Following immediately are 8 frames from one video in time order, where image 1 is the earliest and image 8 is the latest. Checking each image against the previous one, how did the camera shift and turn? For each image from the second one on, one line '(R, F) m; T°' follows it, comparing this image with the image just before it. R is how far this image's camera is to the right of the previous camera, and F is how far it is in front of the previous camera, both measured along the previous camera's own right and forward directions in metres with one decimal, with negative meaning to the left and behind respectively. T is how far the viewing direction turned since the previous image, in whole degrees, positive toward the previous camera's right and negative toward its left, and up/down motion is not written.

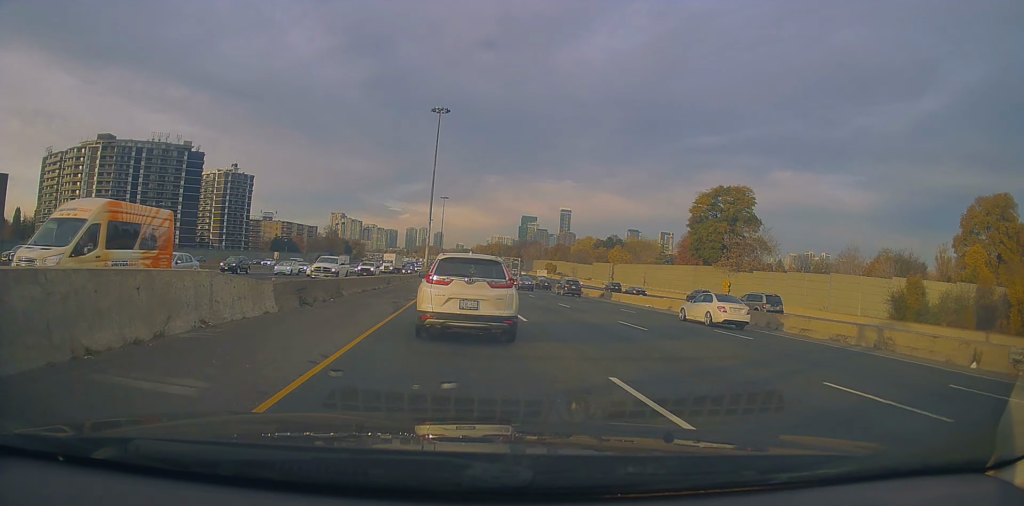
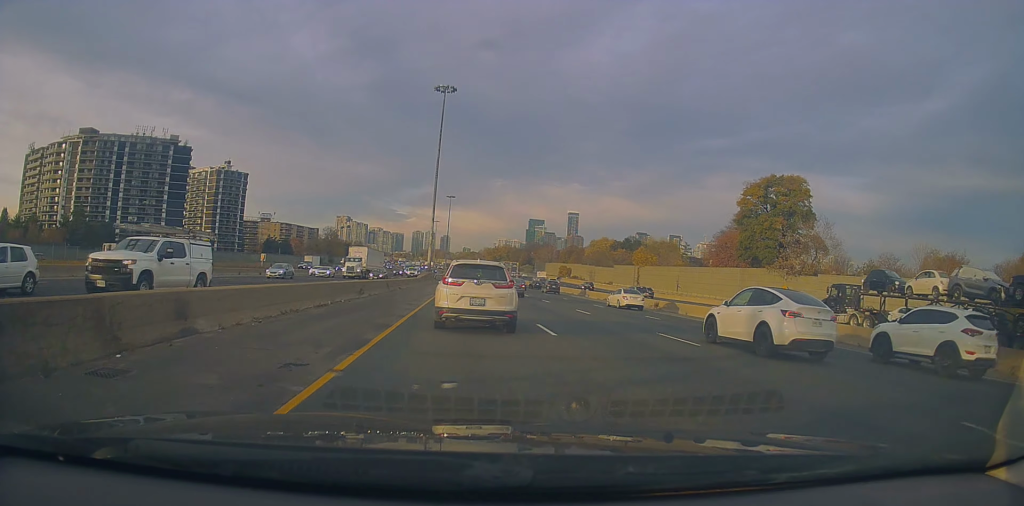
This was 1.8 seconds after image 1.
(-0.1, +14.3) m; -2°
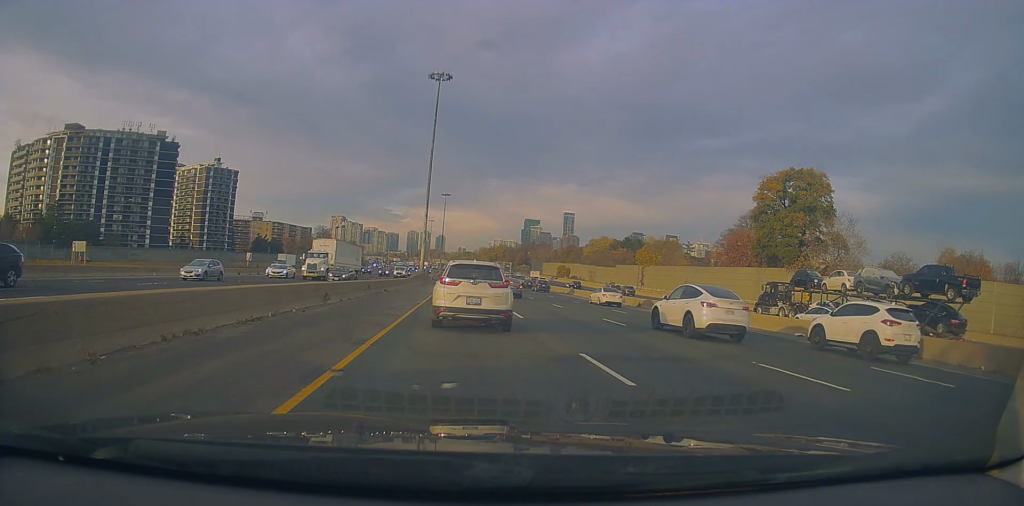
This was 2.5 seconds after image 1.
(-0.3, +5.5) m; +1°
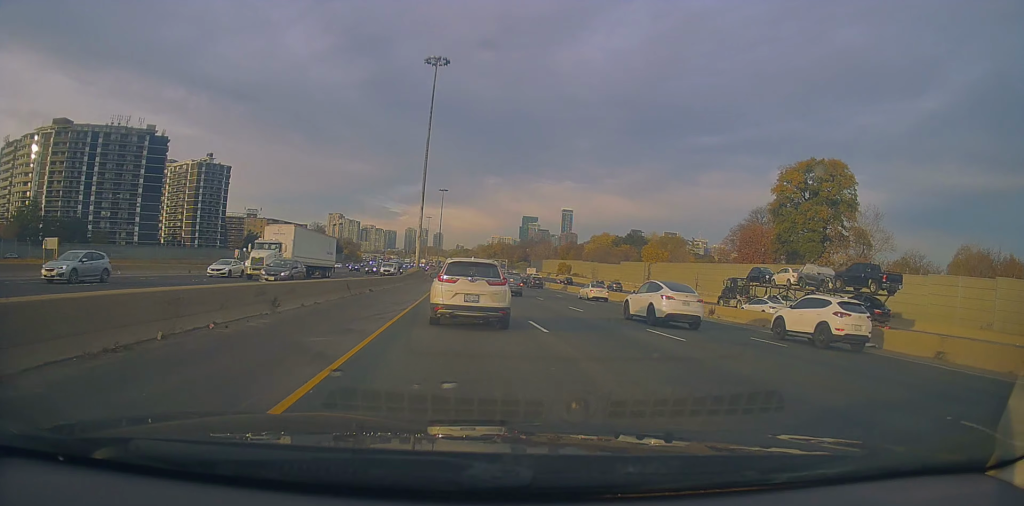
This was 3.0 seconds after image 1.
(+0.2, +5.0) m; +2°
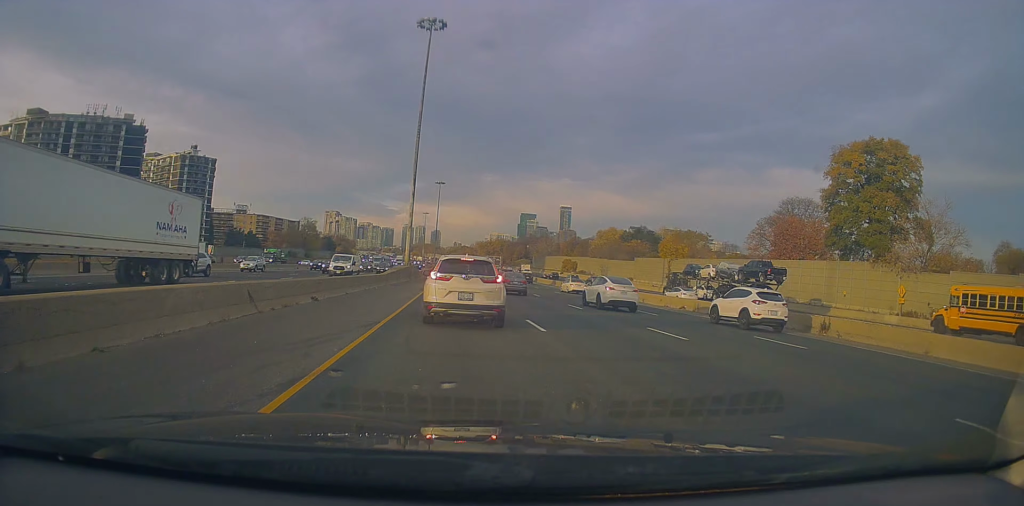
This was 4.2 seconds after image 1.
(+0.6, +11.9) m; +1°
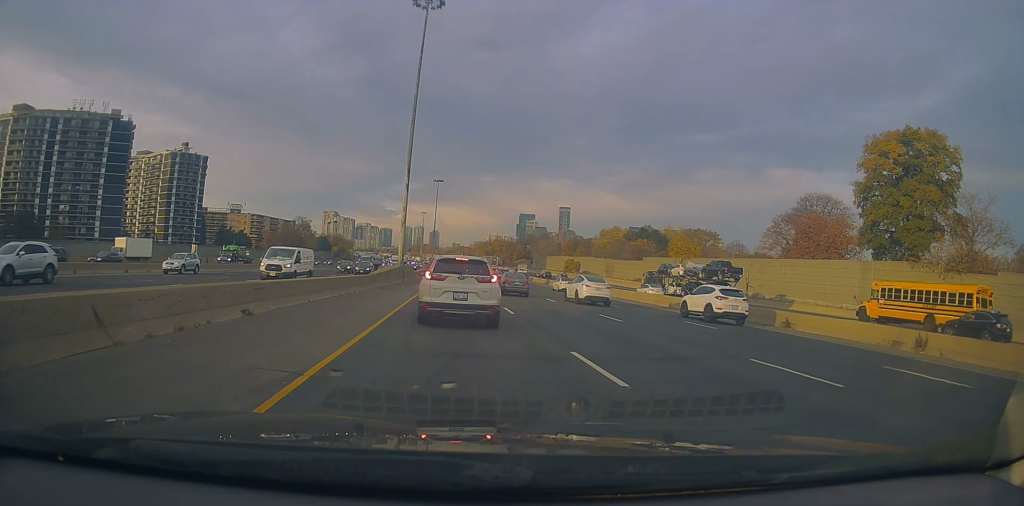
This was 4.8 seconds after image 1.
(0.0, +6.7) m; -1°
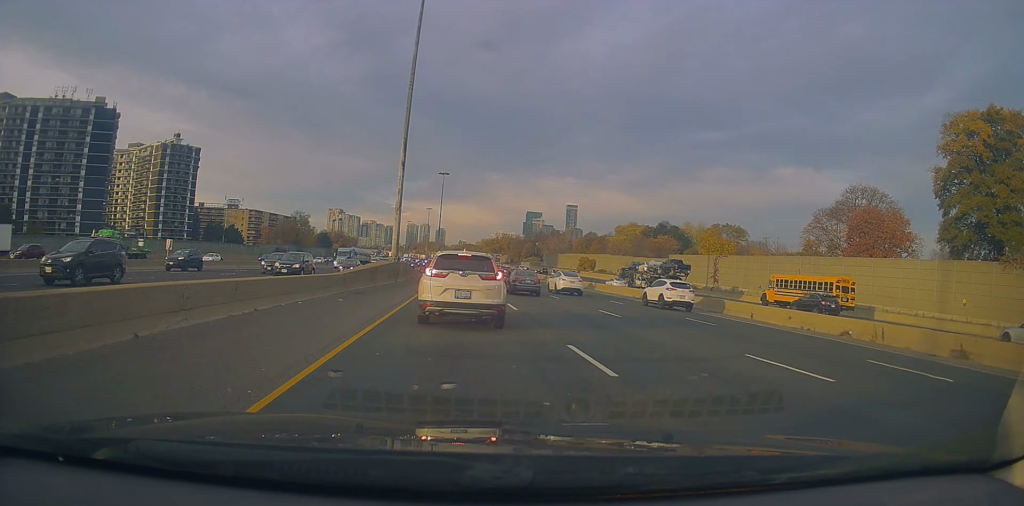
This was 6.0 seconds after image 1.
(-0.2, +12.0) m; -1°
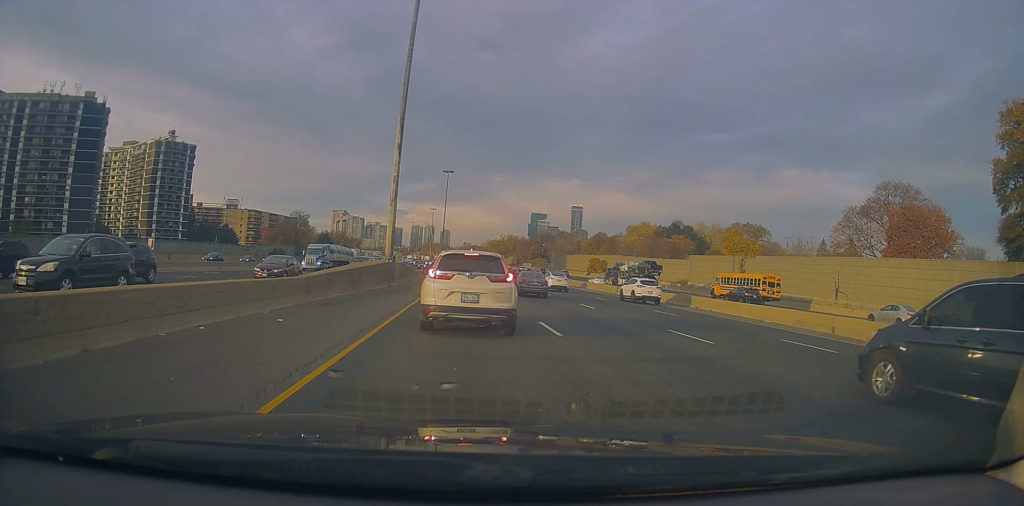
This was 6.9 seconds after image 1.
(0.0, +8.3) m; -1°
